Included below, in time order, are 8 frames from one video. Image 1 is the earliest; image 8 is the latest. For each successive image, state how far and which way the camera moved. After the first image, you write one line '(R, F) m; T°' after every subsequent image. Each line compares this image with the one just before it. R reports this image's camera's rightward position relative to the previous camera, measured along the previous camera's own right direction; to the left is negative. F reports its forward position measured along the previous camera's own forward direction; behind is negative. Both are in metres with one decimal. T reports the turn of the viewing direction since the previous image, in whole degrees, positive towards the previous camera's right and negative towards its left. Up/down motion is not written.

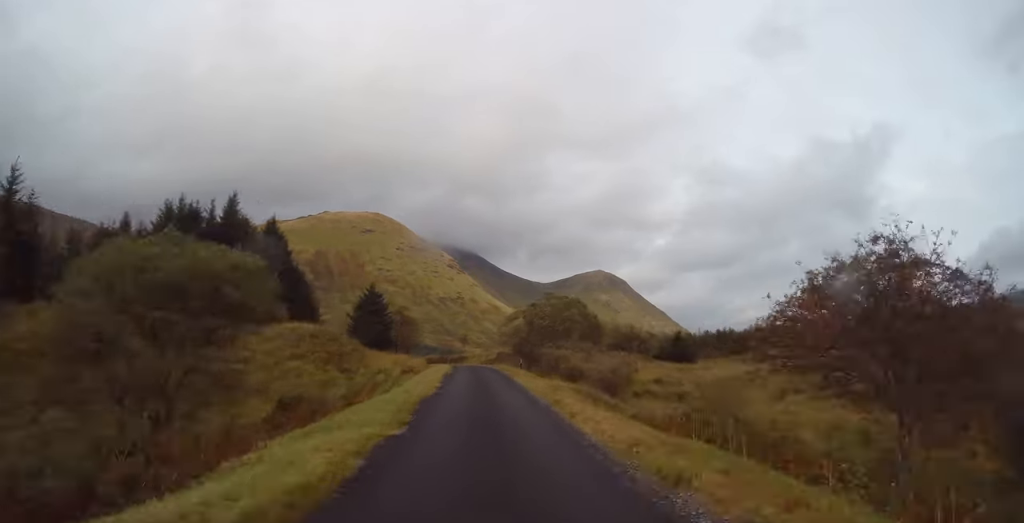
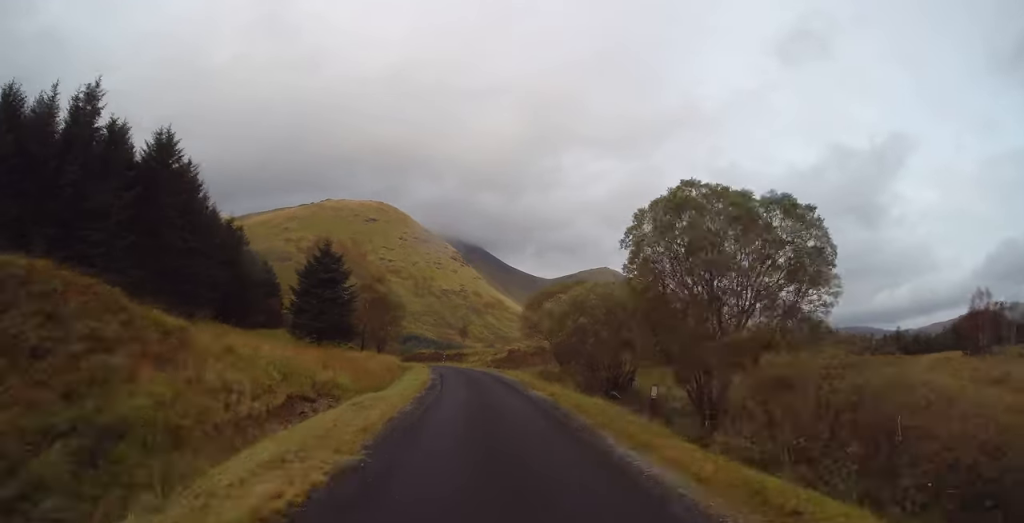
(+0.1, +30.0) m; -1°
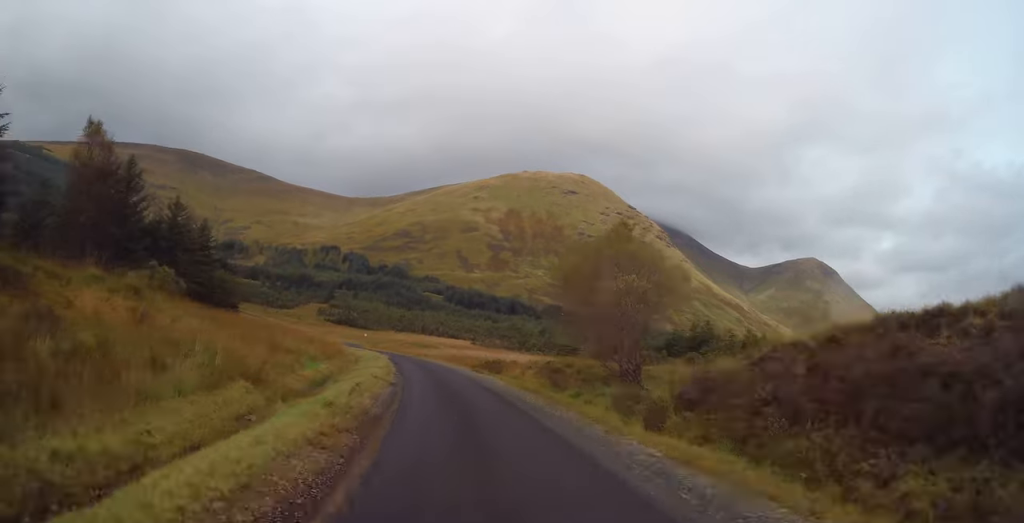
(-19.5, +119.2) m; -21°
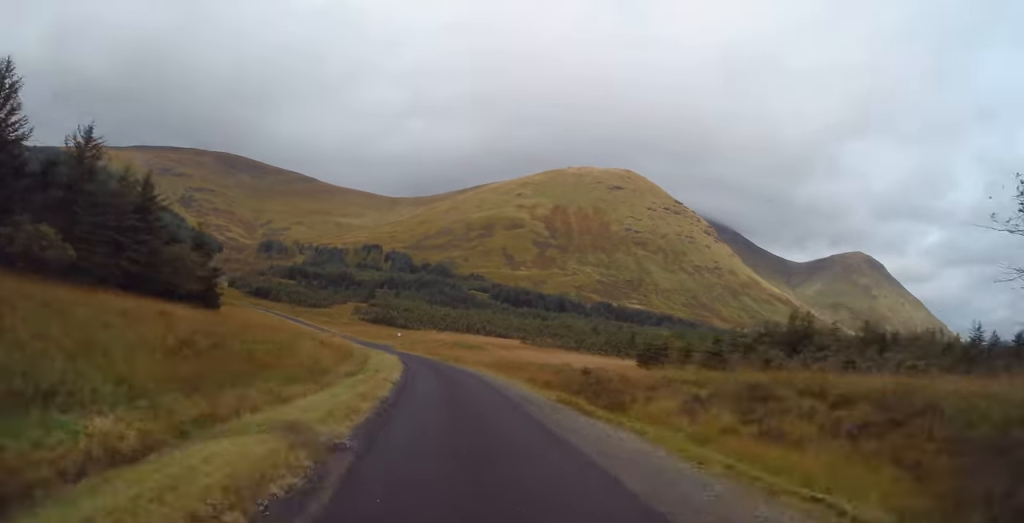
(-0.7, +21.4) m; -4°
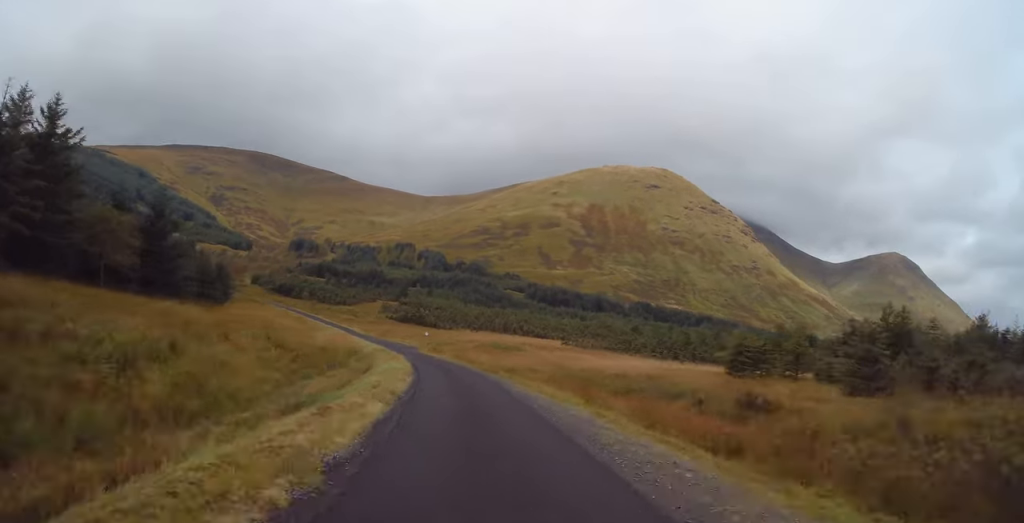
(-0.4, +15.9) m; -3°
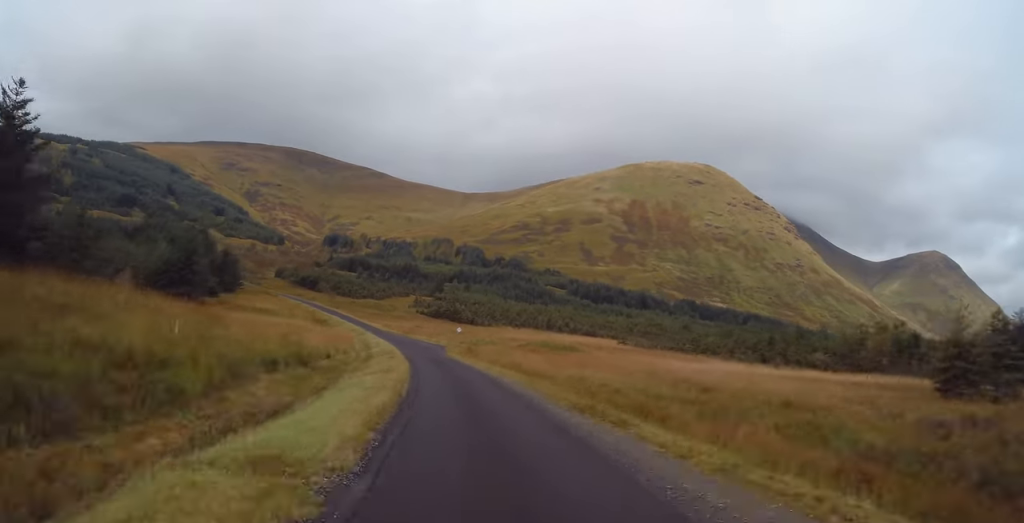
(-0.5, +22.3) m; -4°
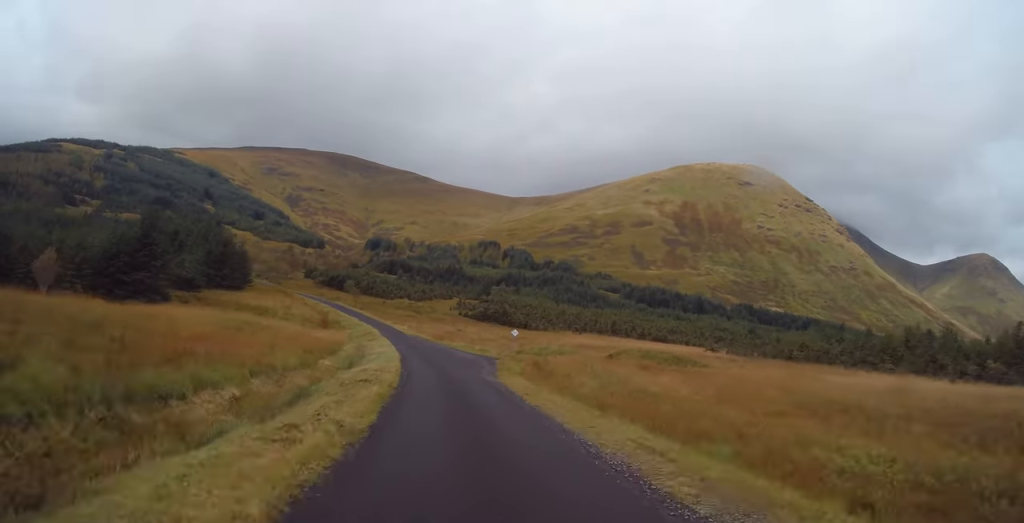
(-1.0, +26.8) m; -5°
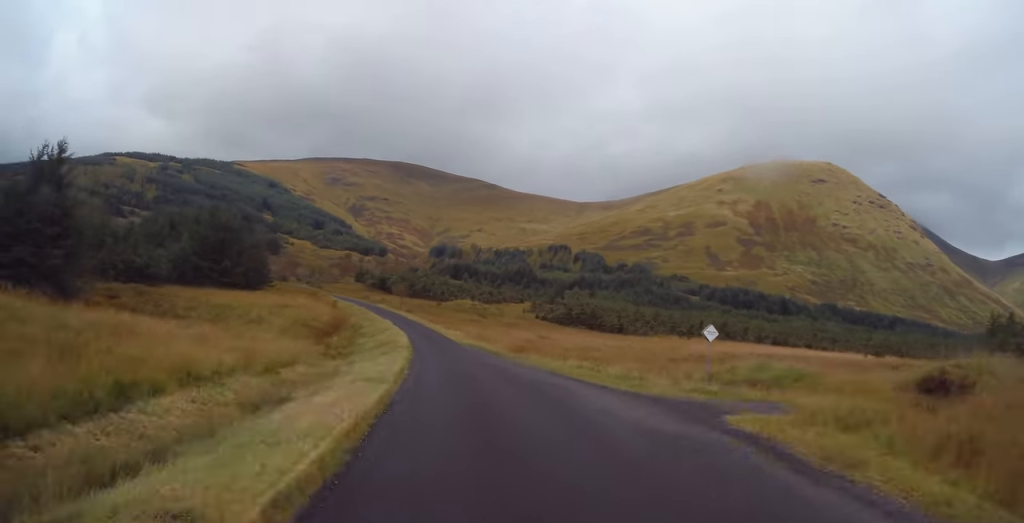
(-1.8, +31.8) m; -5°
